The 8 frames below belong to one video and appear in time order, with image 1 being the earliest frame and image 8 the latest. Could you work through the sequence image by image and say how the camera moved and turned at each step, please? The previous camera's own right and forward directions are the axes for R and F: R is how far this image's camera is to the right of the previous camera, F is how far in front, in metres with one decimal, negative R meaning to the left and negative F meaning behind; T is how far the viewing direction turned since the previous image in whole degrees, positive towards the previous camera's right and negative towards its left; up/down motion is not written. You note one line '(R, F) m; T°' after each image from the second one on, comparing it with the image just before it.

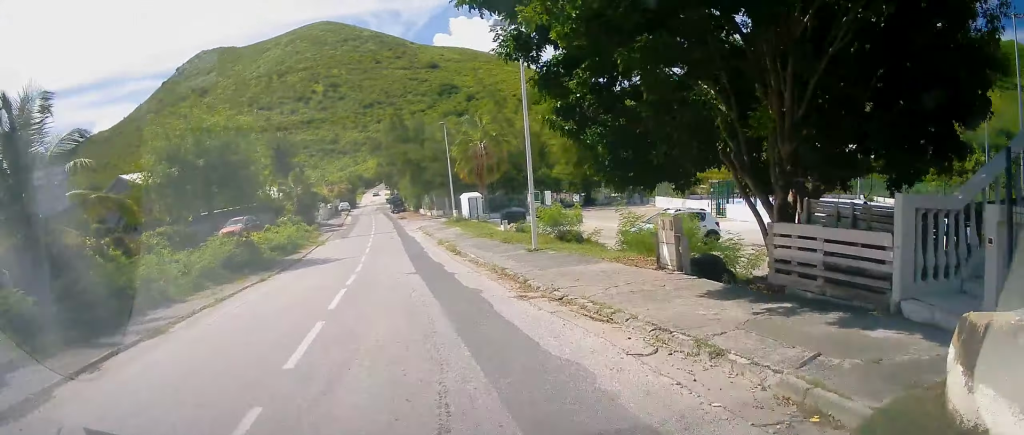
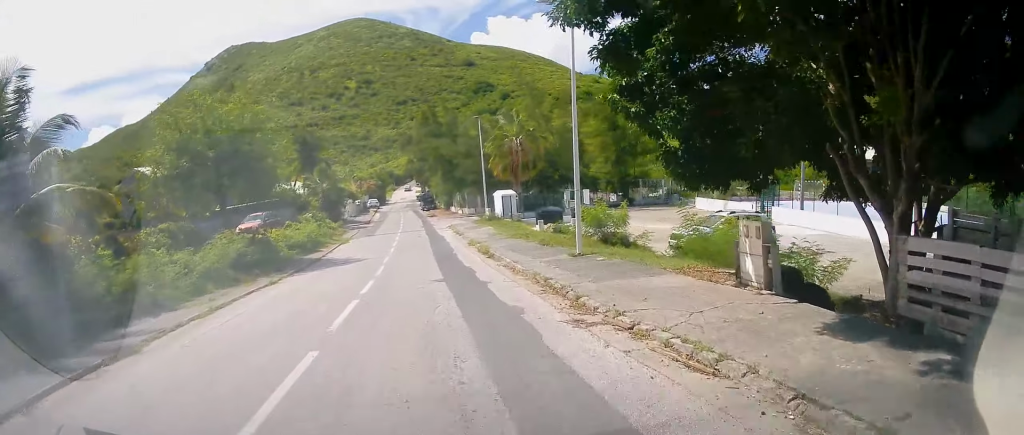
(+0.1, +2.0) m; -1°
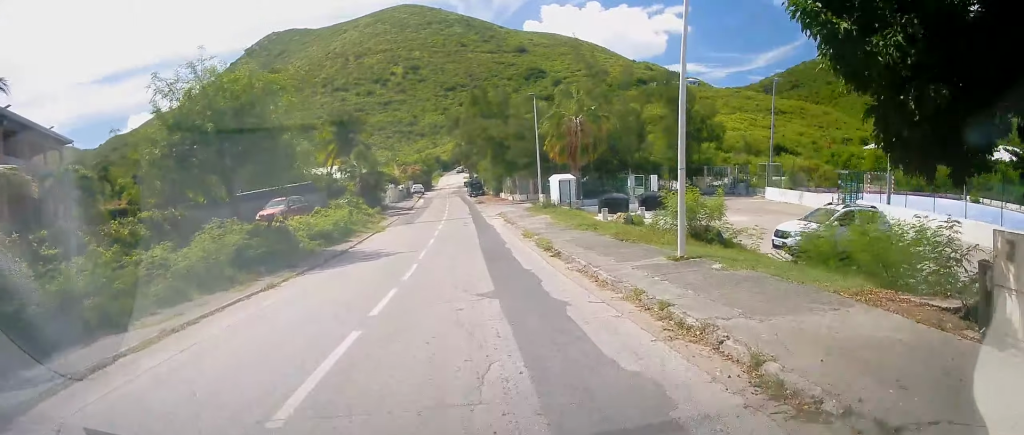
(-0.1, +4.1) m; -2°
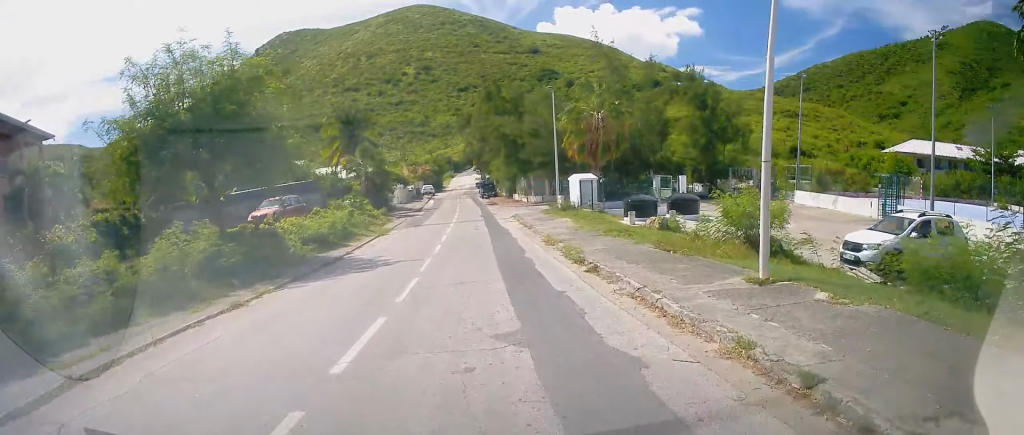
(-0.1, +2.8) m; -1°
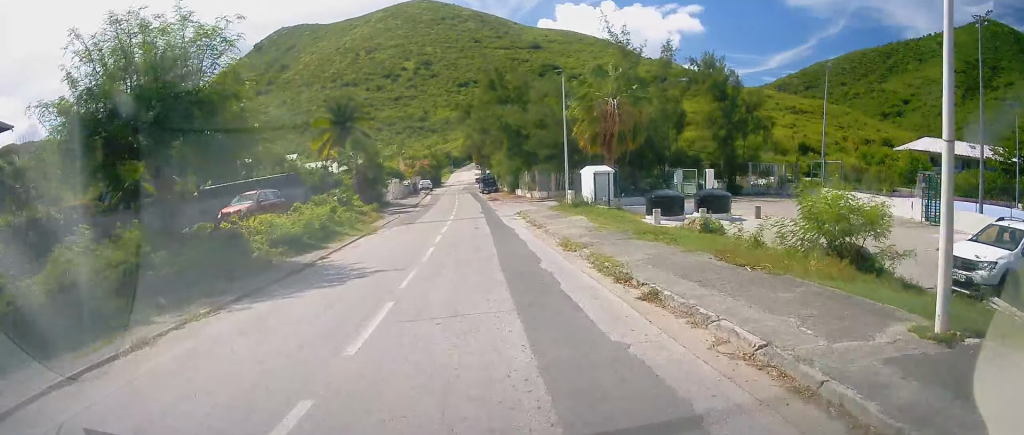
(0.0, +3.6) m; -1°
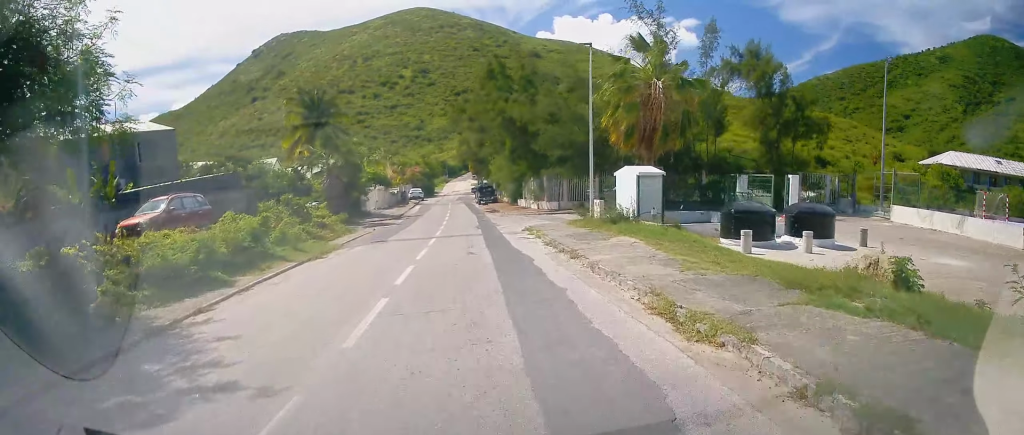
(-0.2, +8.1) m; -1°
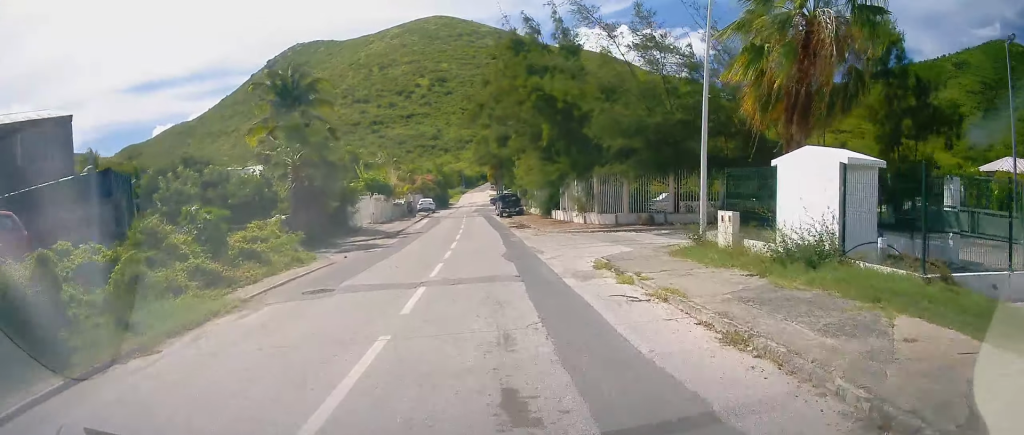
(0.0, +10.8) m; -2°
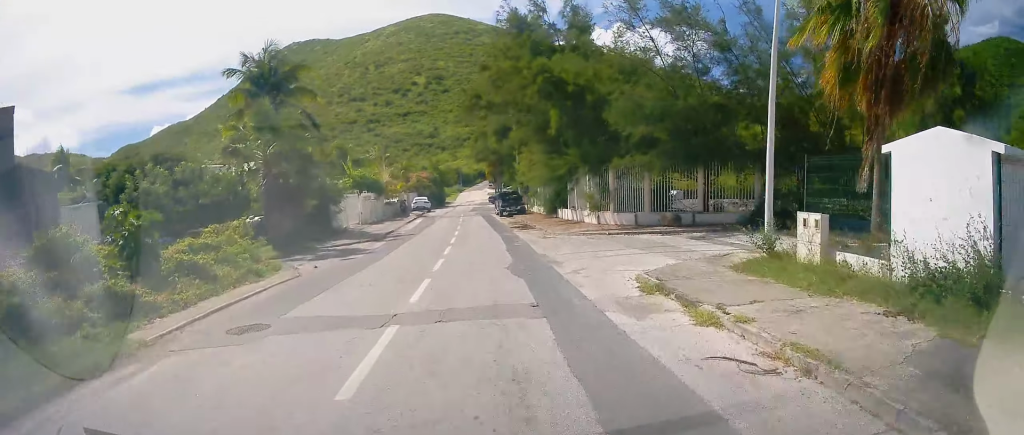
(-0.2, +3.6) m; -1°
